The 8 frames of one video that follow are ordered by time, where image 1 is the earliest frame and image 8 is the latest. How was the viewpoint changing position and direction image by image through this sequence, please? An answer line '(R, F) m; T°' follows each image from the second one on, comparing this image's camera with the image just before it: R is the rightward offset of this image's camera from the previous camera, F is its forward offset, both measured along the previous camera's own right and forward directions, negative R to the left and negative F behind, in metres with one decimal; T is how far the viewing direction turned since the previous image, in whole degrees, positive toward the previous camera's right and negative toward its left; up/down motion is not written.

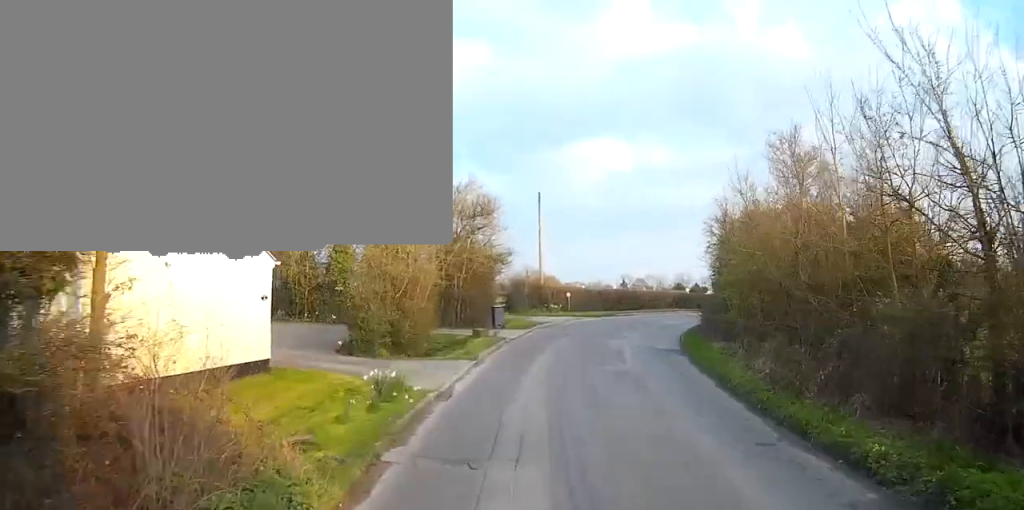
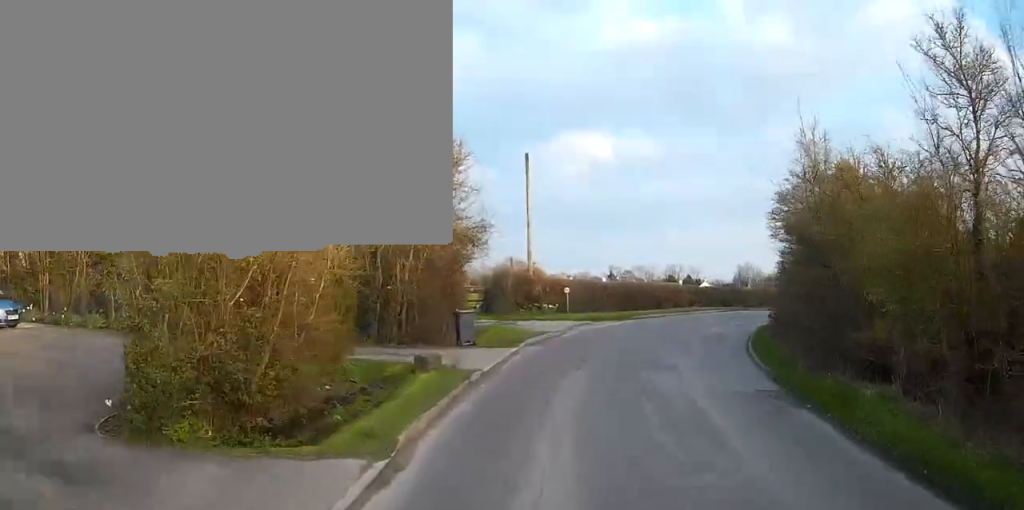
(-0.3, +11.3) m; -2°
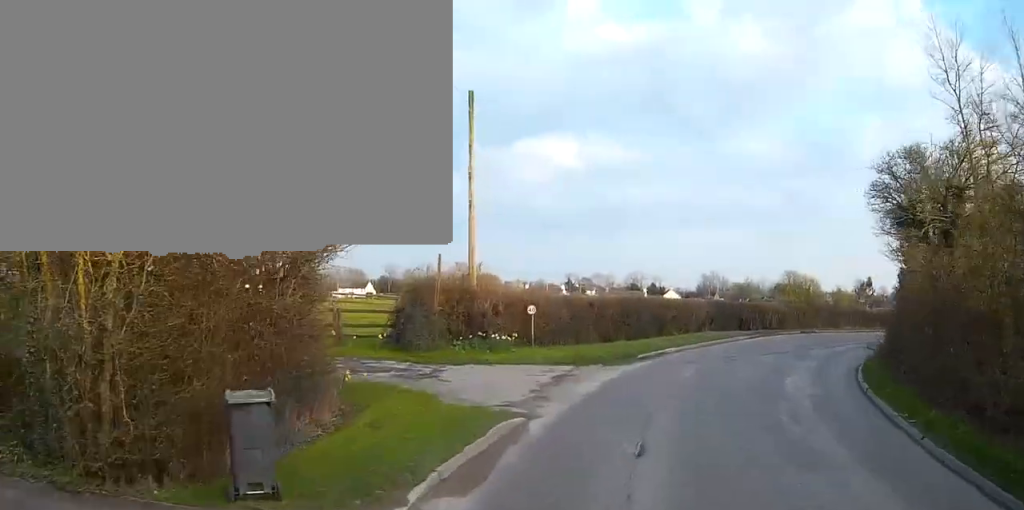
(-0.1, +13.6) m; +3°
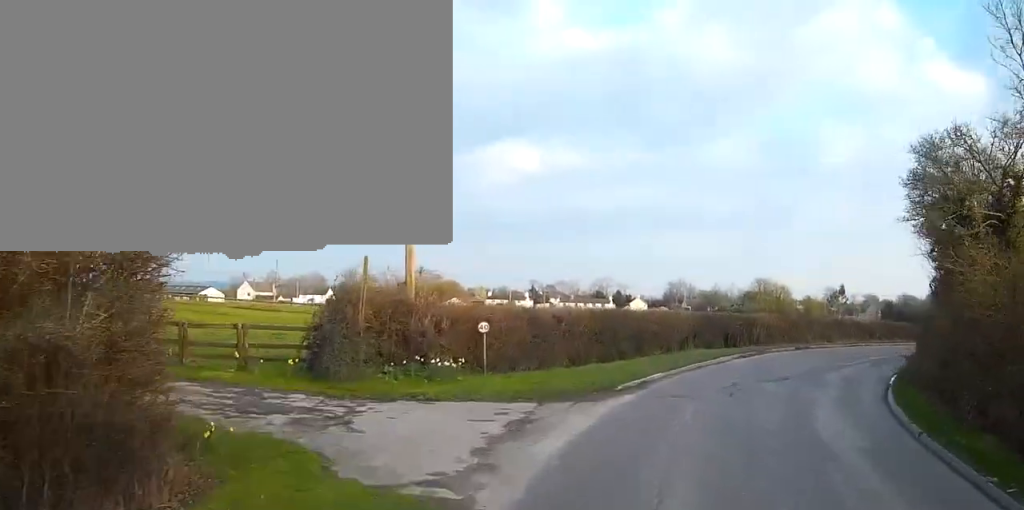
(+0.3, +4.3) m; +3°
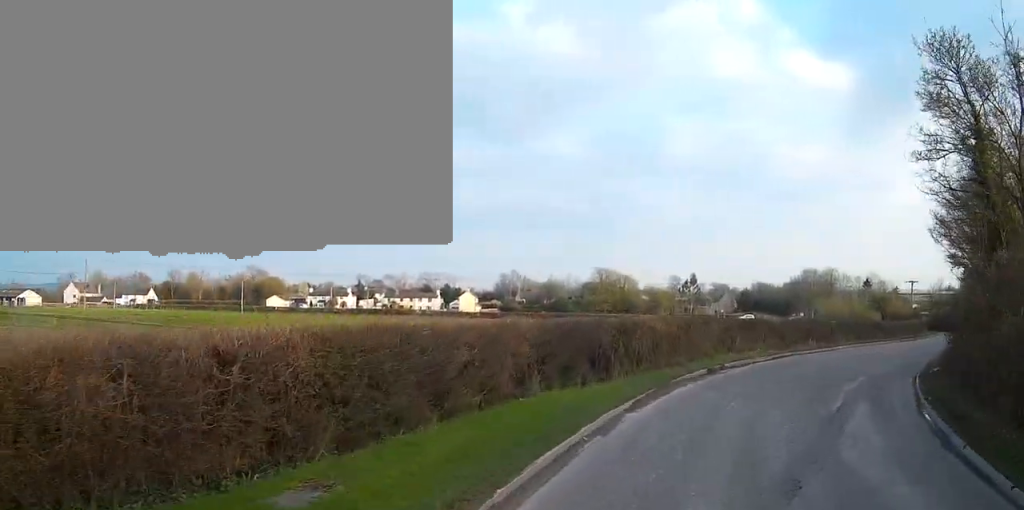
(+0.8, +12.3) m; +16°
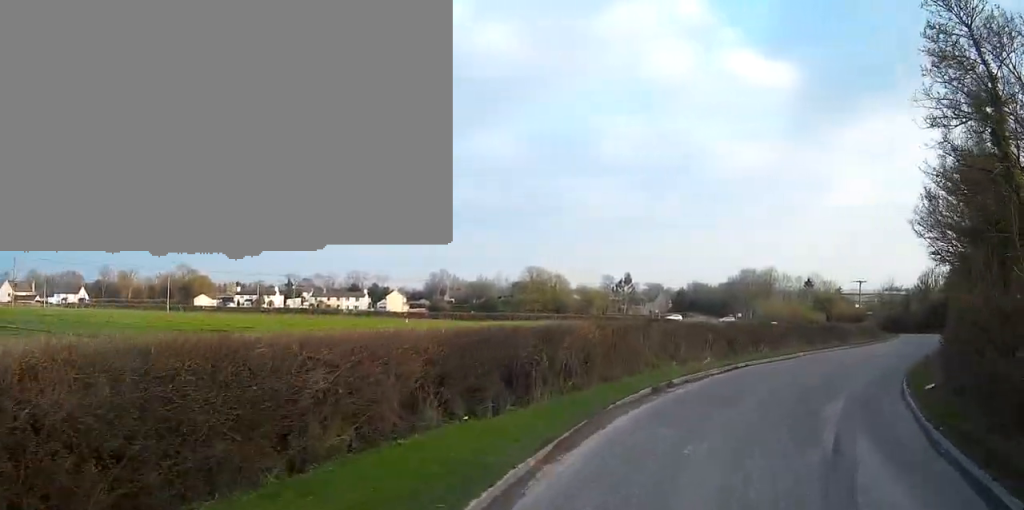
(+0.1, +3.6) m; +7°
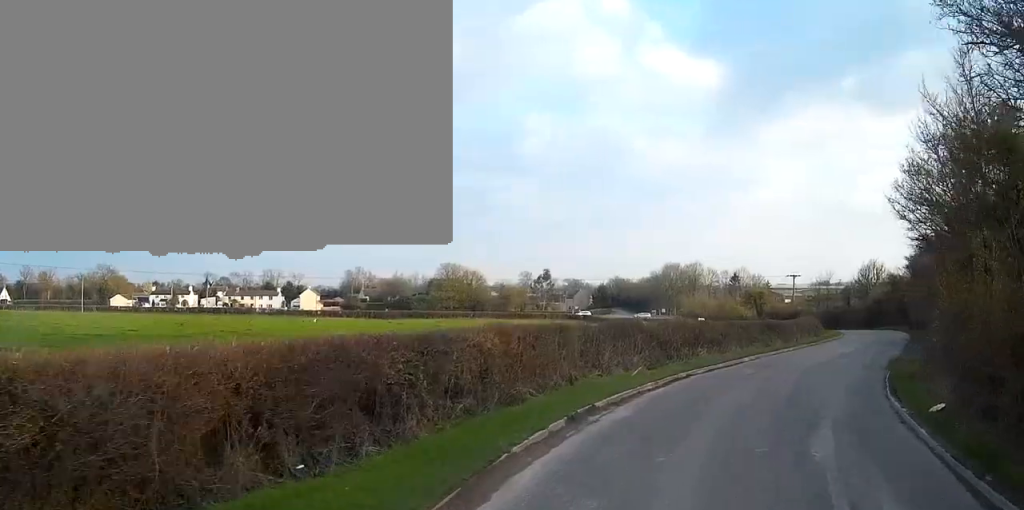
(+0.9, +4.1) m; +8°
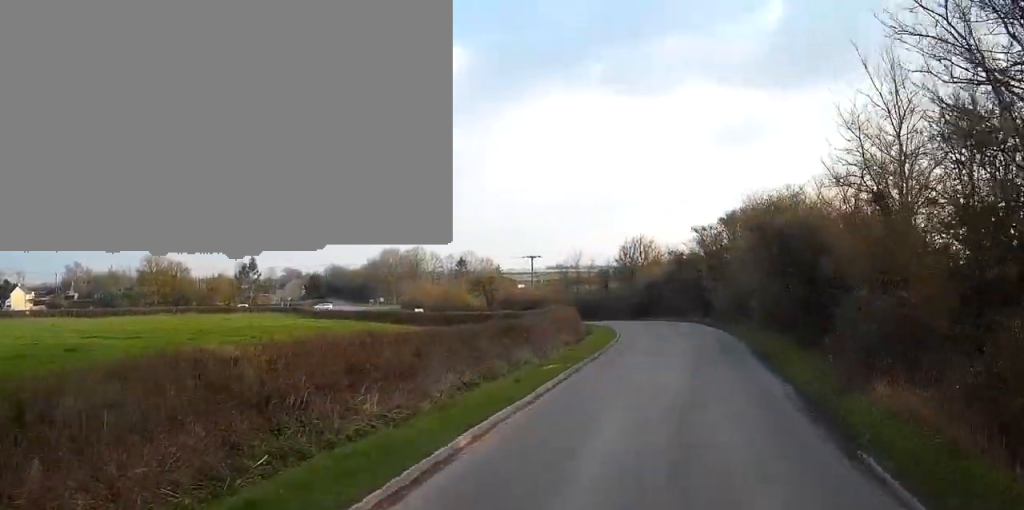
(+2.2, +14.5) m; +16°
